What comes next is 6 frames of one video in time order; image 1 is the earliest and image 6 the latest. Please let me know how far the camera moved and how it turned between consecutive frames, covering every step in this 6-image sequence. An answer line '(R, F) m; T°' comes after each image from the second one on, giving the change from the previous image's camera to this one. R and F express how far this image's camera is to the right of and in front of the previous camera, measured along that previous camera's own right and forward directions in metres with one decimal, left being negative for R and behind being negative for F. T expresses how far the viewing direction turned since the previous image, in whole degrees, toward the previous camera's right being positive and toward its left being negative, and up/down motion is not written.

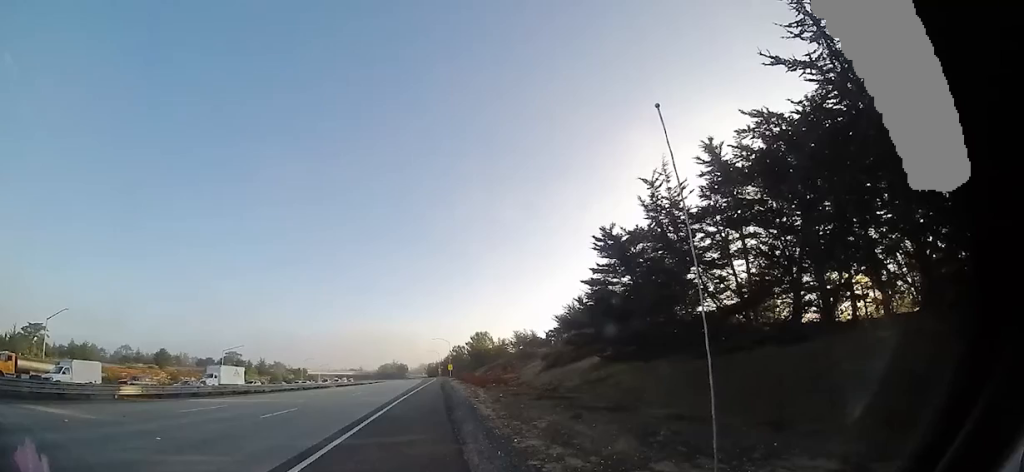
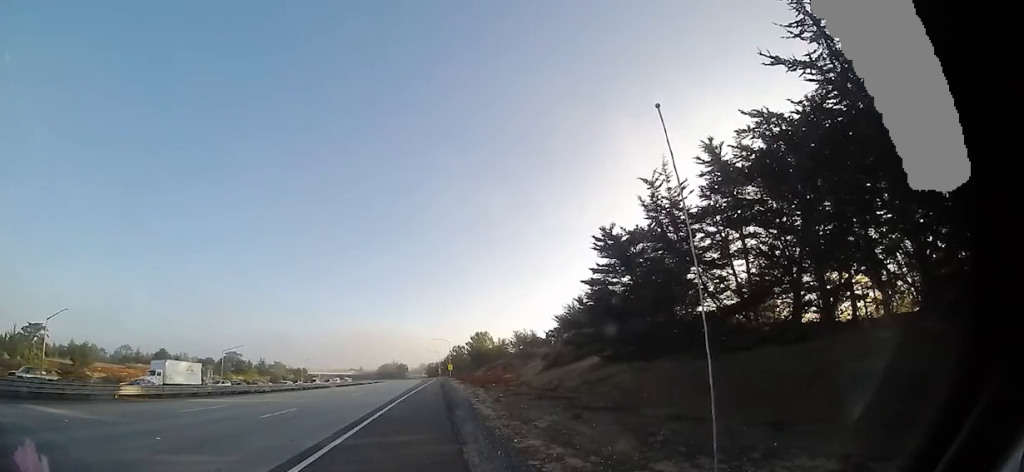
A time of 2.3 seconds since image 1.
(0.0, 0.0) m; 0°
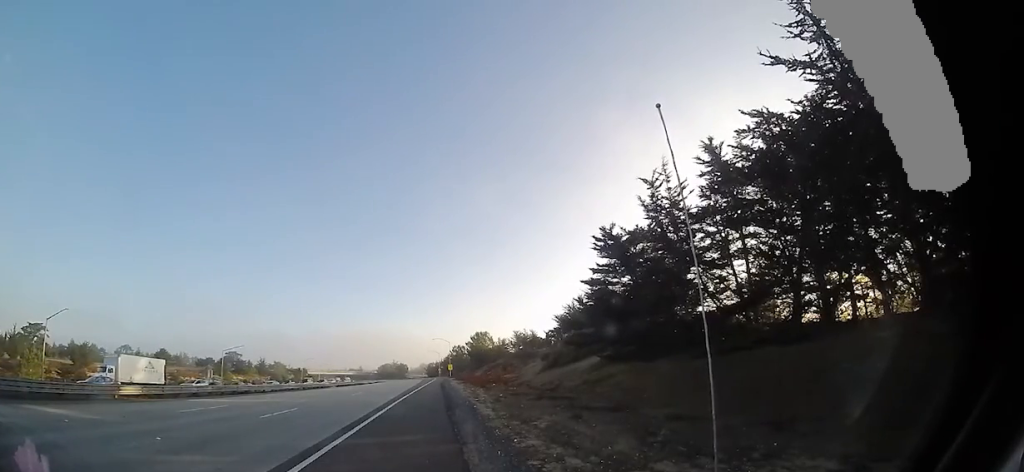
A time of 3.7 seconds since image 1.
(0.0, 0.0) m; 0°
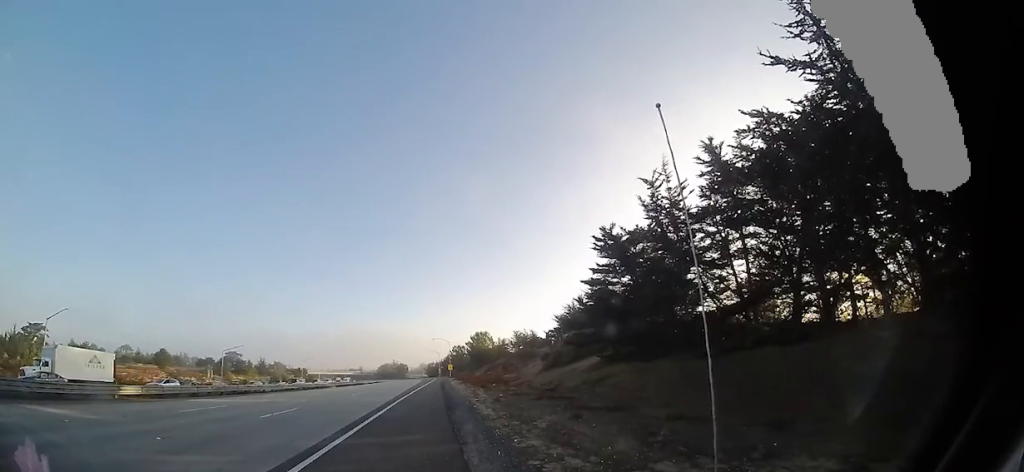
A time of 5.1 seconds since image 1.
(0.0, 0.0) m; 0°
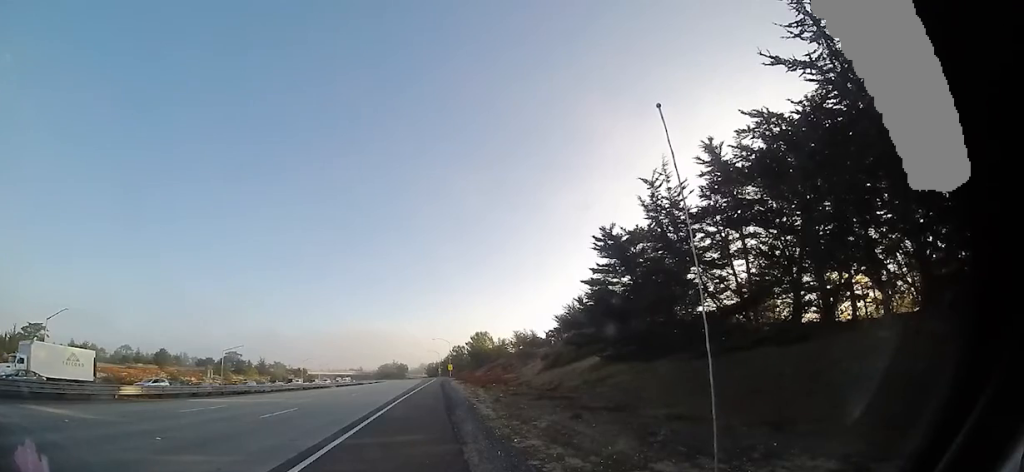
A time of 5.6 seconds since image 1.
(0.0, 0.0) m; 0°
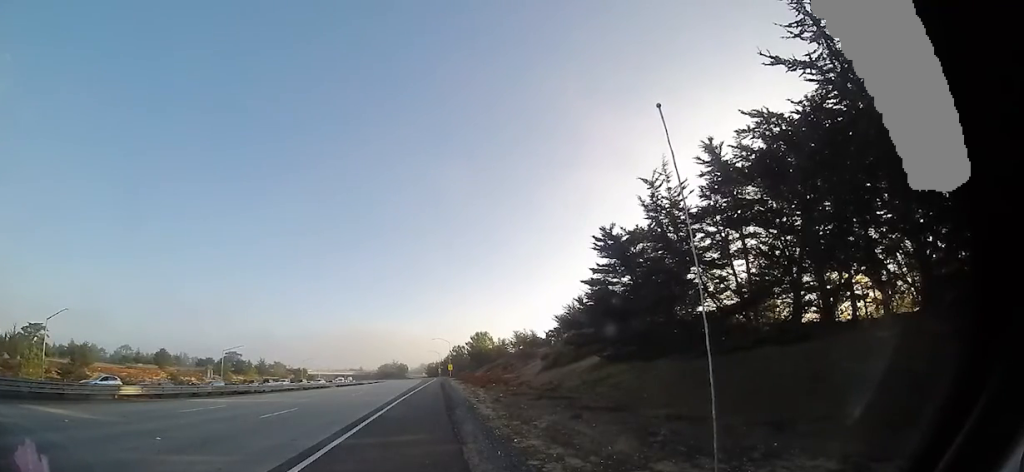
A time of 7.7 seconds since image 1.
(0.0, 0.0) m; 0°
